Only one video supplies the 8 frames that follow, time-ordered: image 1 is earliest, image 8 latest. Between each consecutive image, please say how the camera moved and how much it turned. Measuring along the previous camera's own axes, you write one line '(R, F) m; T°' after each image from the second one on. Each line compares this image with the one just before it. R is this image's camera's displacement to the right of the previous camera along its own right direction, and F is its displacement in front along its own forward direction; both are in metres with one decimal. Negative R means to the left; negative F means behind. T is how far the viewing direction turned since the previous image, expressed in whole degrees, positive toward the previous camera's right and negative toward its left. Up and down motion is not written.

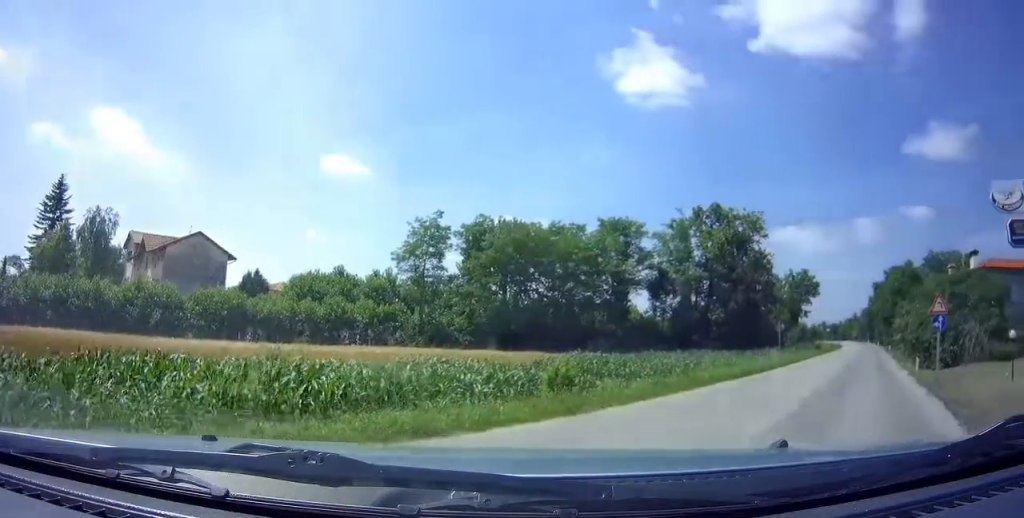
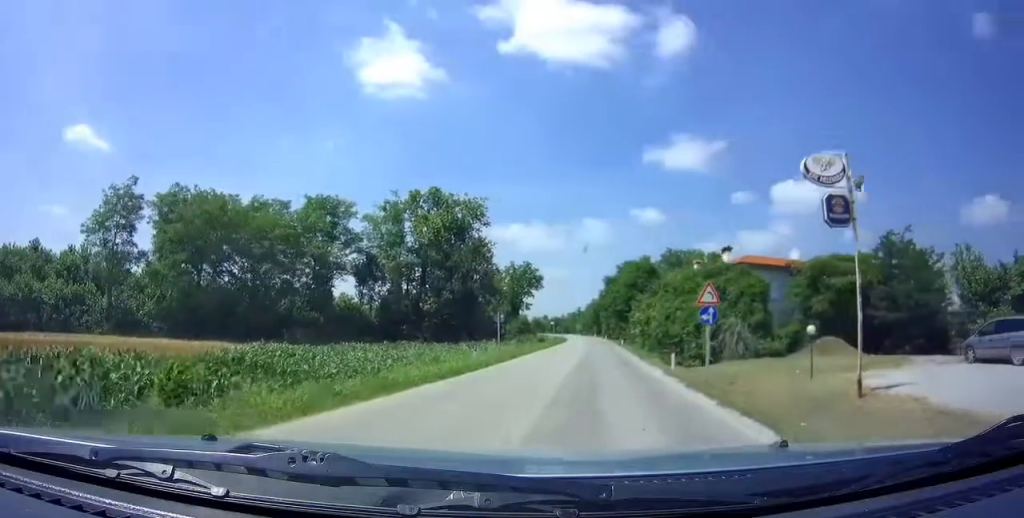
(+0.3, +4.6) m; +7°
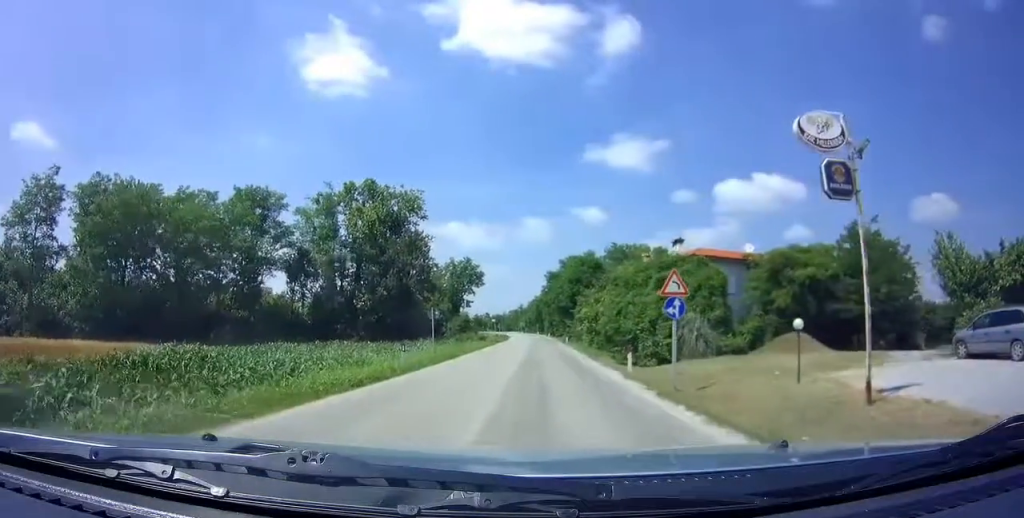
(+0.1, +2.9) m; +2°
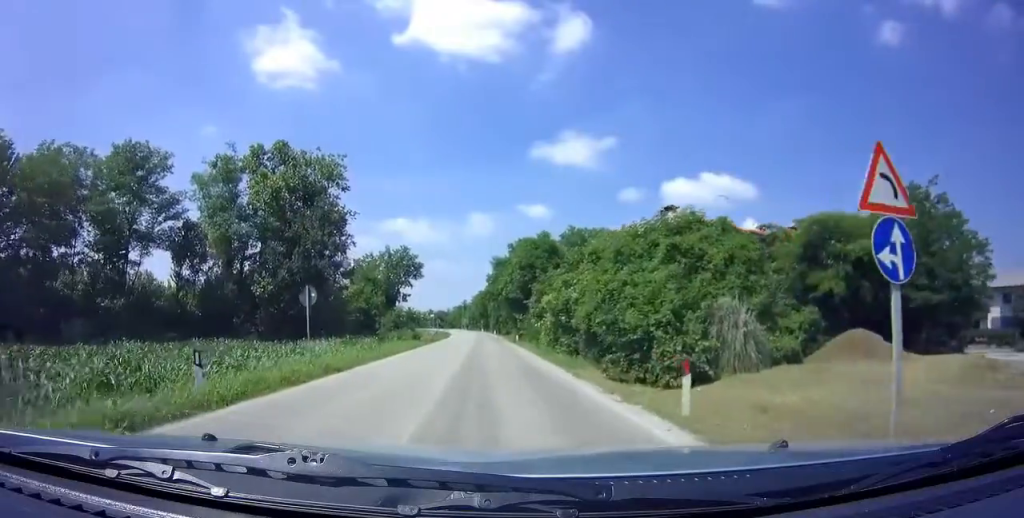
(+0.4, +10.1) m; +2°
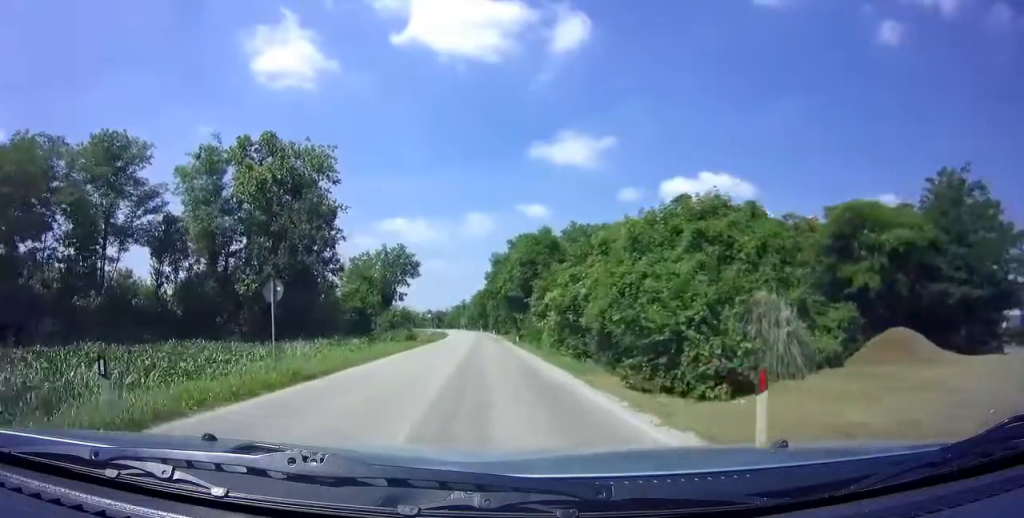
(0.0, +2.8) m; -1°
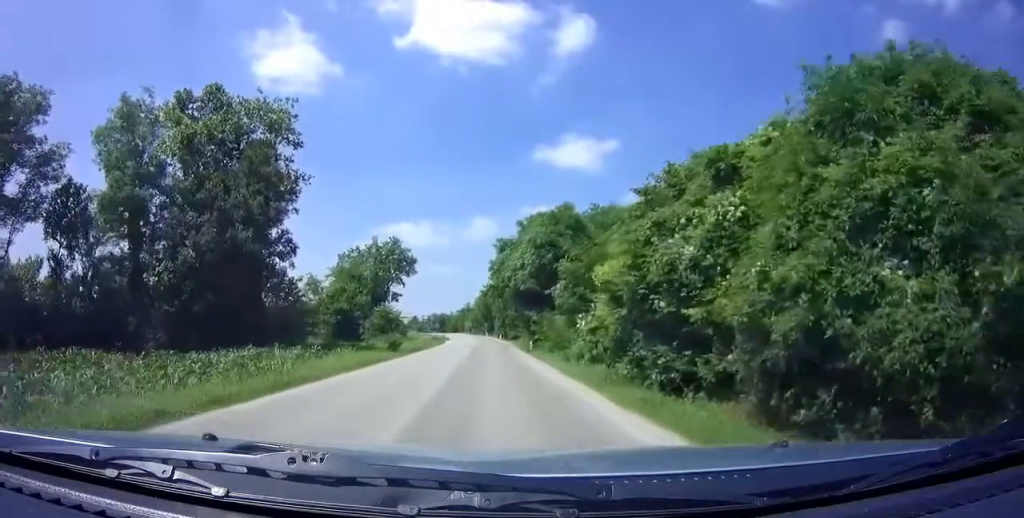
(-0.2, +11.3) m; -1°
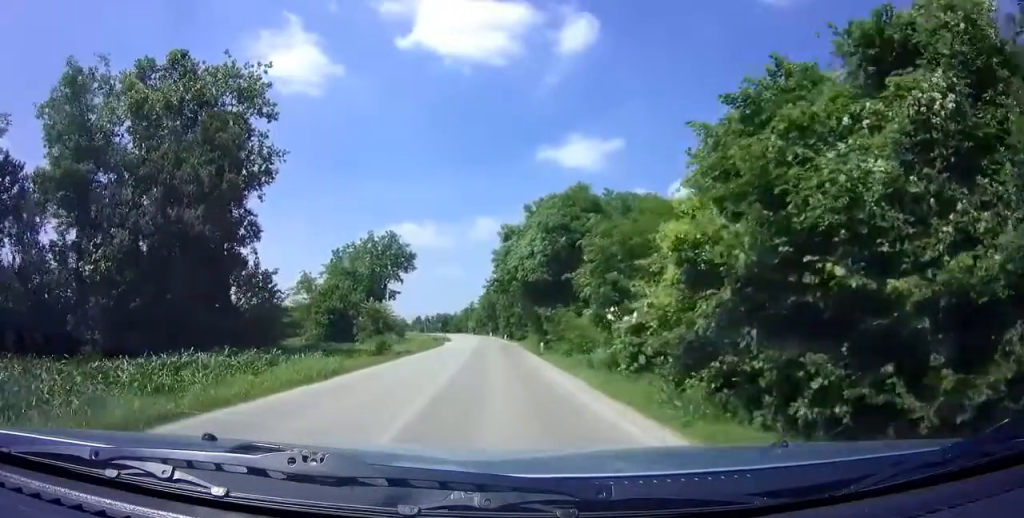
(0.0, +5.5) m; 0°
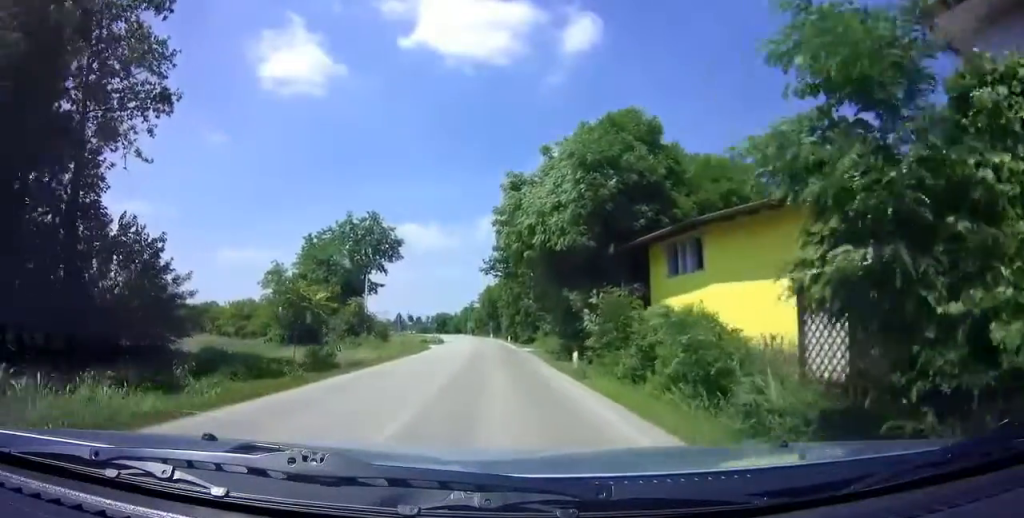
(0.0, +13.1) m; 0°
